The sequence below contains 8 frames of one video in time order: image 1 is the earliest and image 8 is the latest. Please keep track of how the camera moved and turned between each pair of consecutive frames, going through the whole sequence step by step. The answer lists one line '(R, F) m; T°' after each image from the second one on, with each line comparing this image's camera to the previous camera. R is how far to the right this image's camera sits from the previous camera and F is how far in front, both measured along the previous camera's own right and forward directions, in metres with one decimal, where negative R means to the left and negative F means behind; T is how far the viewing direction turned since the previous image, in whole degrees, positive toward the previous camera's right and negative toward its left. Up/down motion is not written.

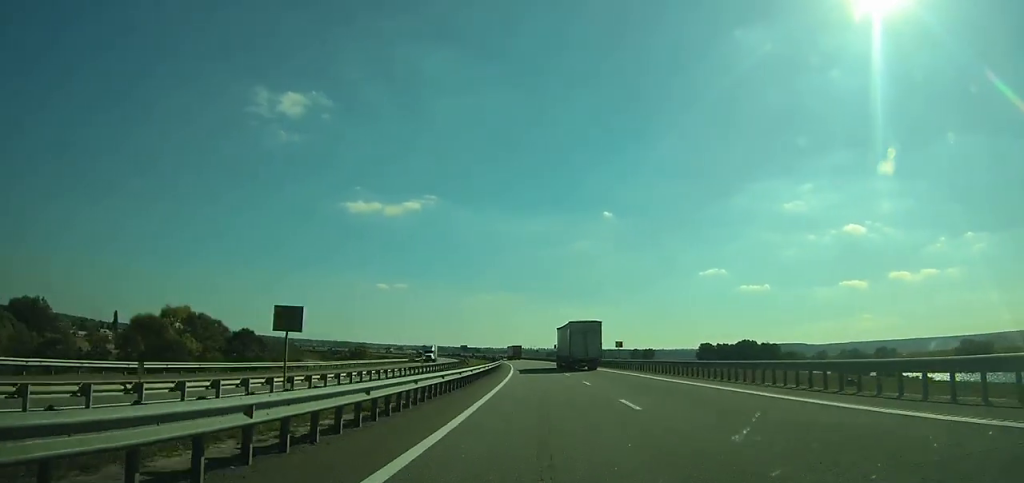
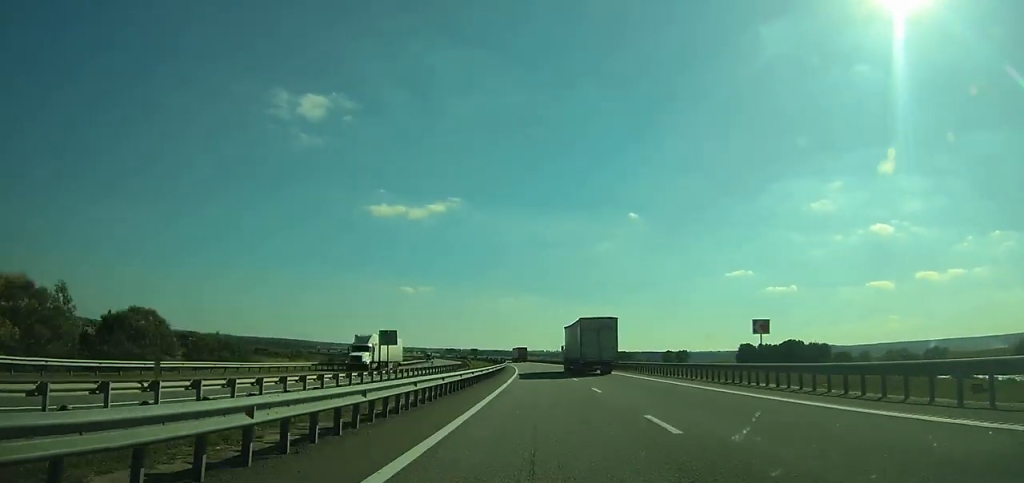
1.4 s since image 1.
(-1.5, +39.3) m; -2°
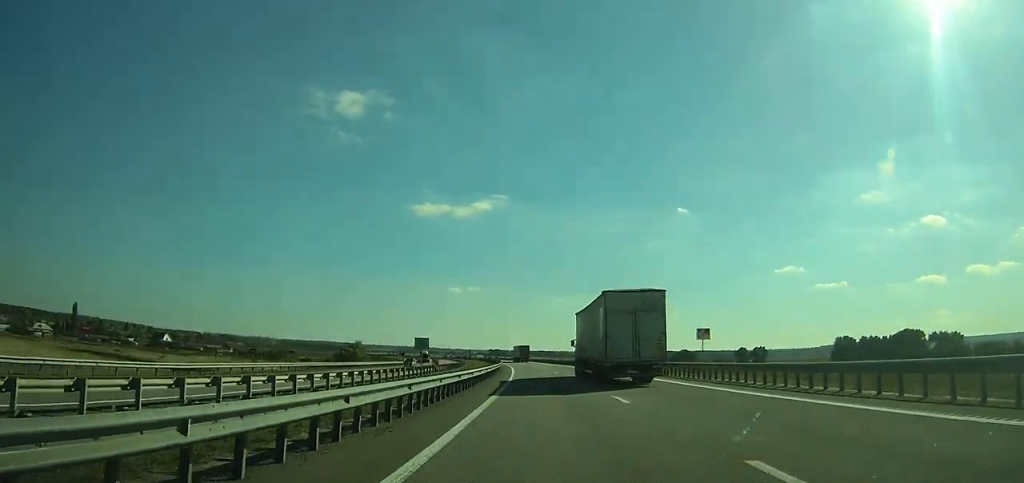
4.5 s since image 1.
(-3.7, +86.9) m; -5°
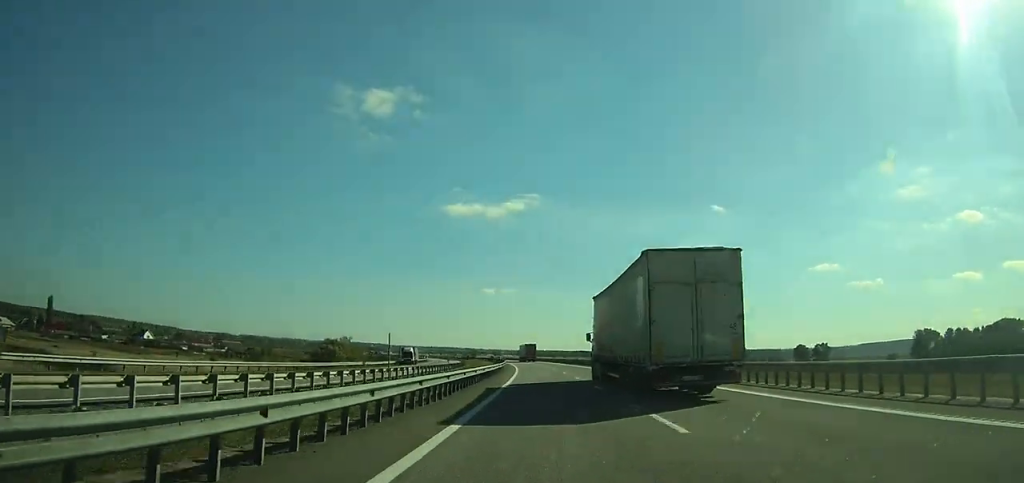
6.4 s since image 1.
(-1.0, +54.2) m; -3°
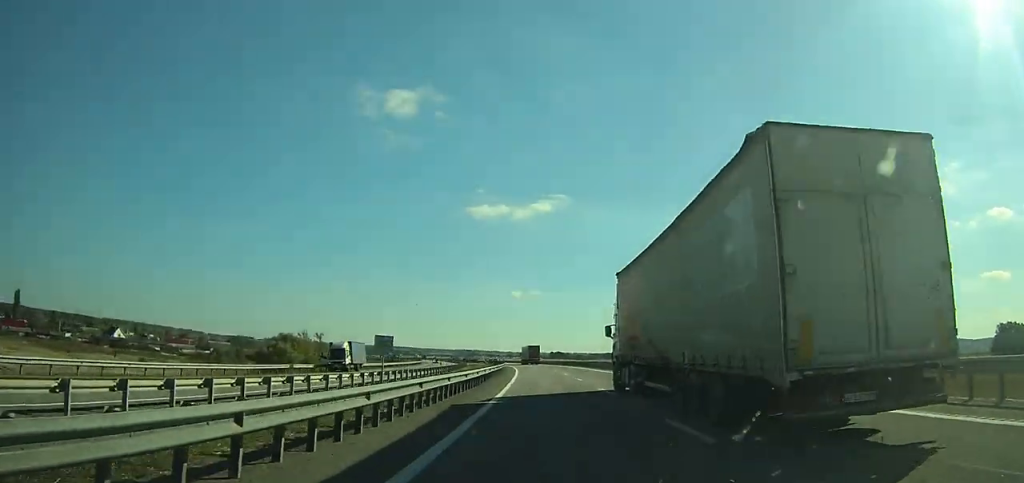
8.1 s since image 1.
(-1.3, +51.1) m; -3°
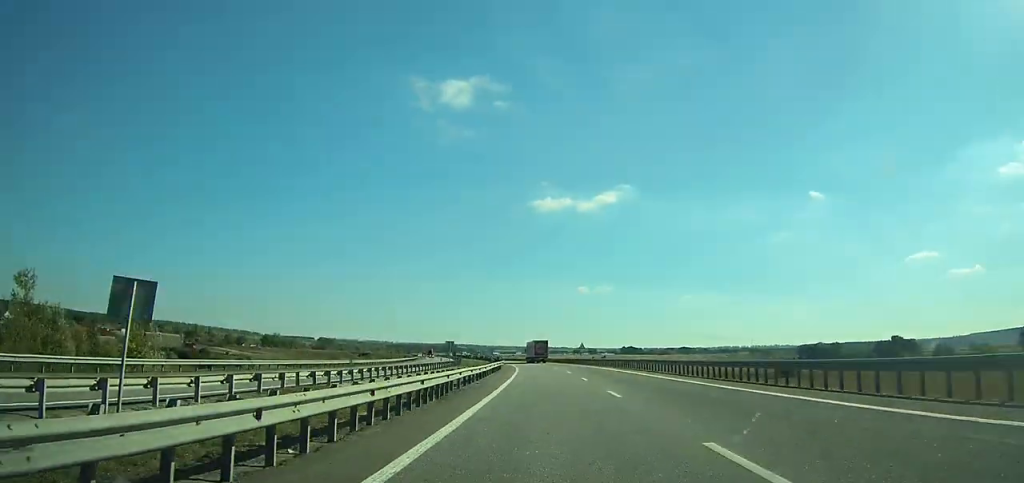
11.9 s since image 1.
(-6.3, +114.6) m; -7°
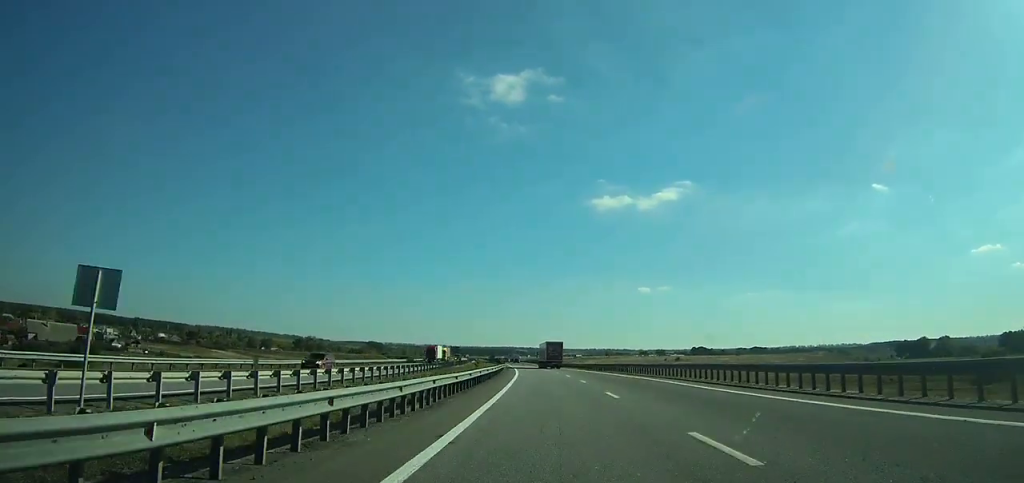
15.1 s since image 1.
(-4.7, +94.9) m; -6°
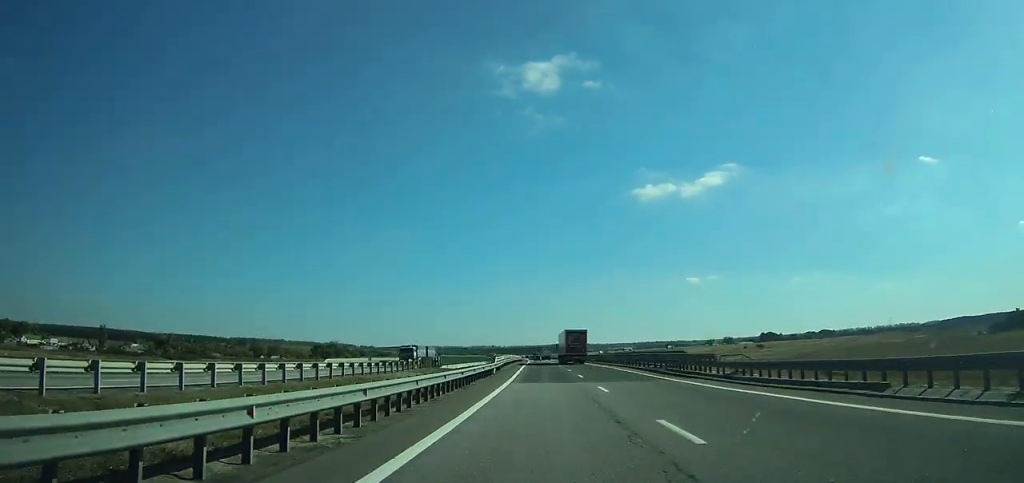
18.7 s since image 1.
(-5.4, +104.3) m; -4°
